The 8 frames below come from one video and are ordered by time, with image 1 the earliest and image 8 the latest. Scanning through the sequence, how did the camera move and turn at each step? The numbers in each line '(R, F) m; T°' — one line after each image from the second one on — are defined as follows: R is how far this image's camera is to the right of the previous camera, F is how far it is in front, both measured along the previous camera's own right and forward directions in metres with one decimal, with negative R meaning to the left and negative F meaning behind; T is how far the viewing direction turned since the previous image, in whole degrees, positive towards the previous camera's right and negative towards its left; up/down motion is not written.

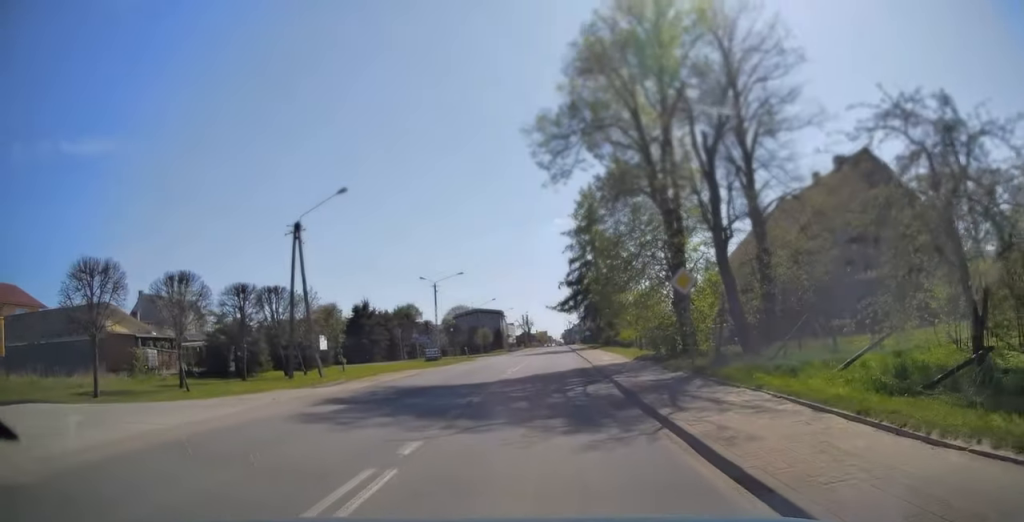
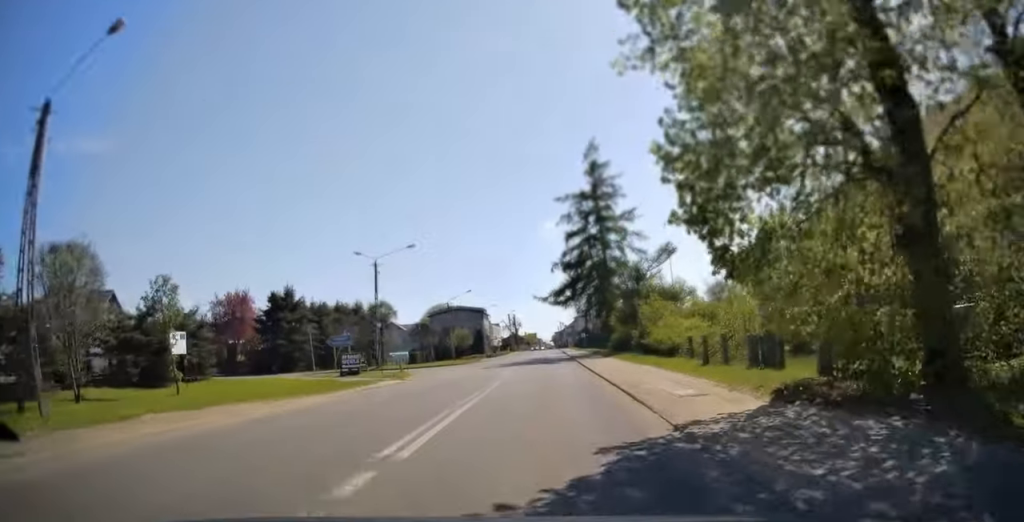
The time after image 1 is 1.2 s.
(+0.1, +18.8) m; 0°
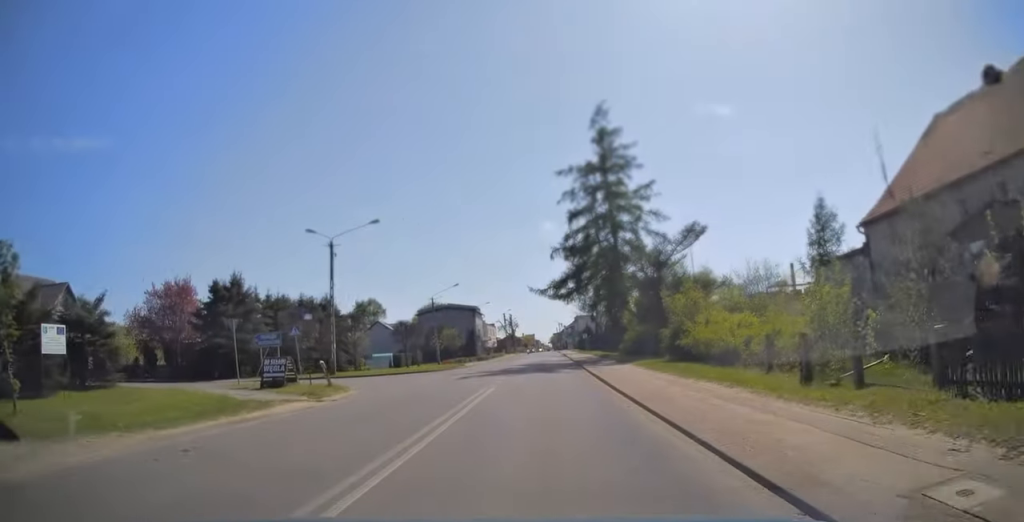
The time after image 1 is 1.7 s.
(0.0, +9.0) m; 0°
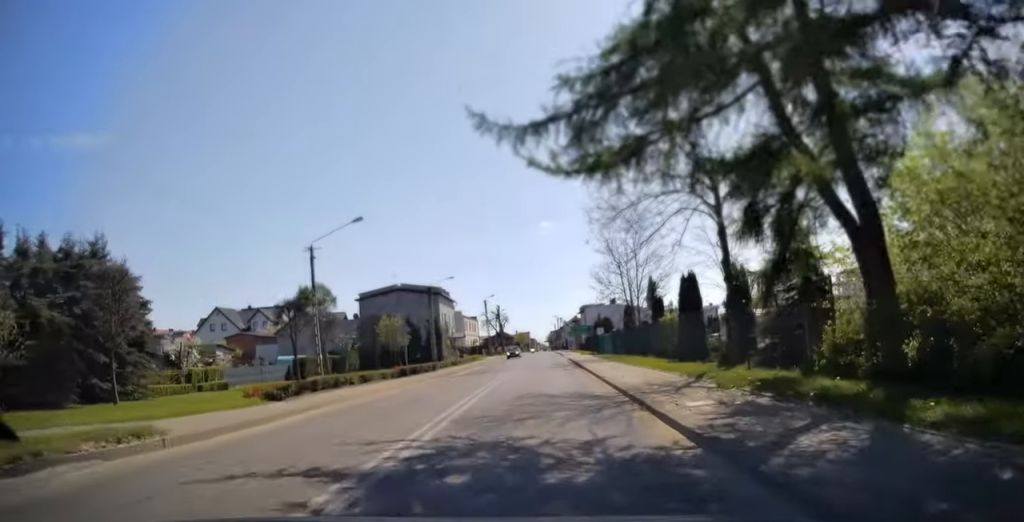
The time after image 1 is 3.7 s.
(0.0, +33.4) m; 0°
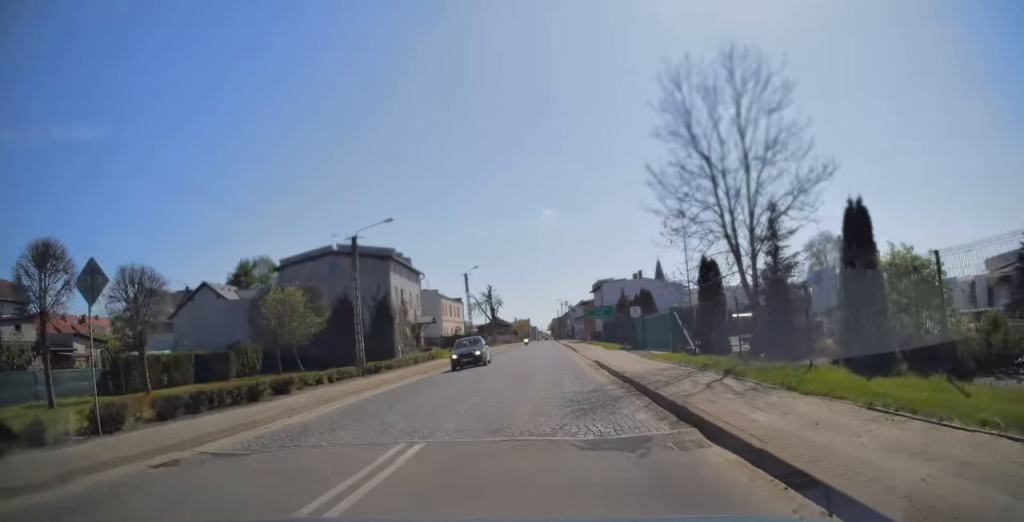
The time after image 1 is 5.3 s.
(+0.1, +23.9) m; 0°
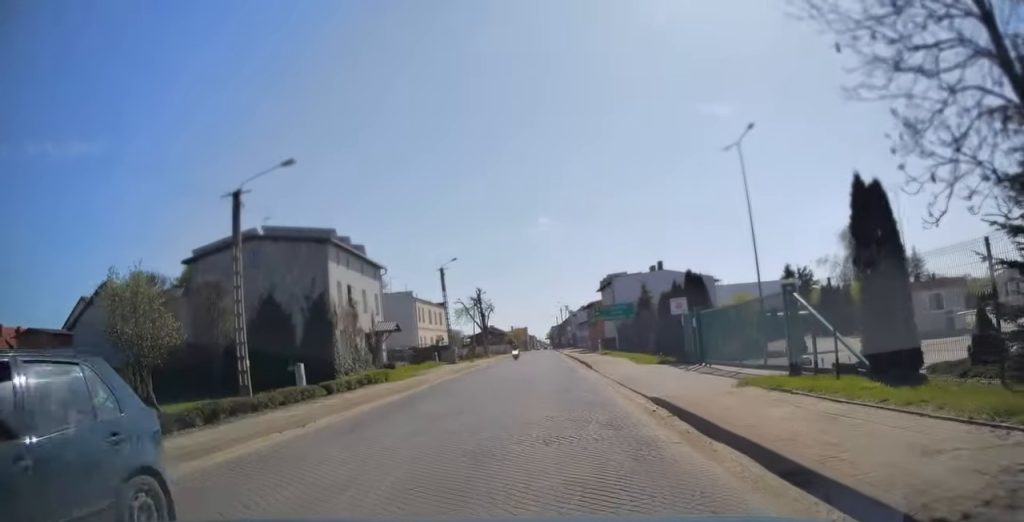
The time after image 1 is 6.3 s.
(0.0, +14.2) m; 0°
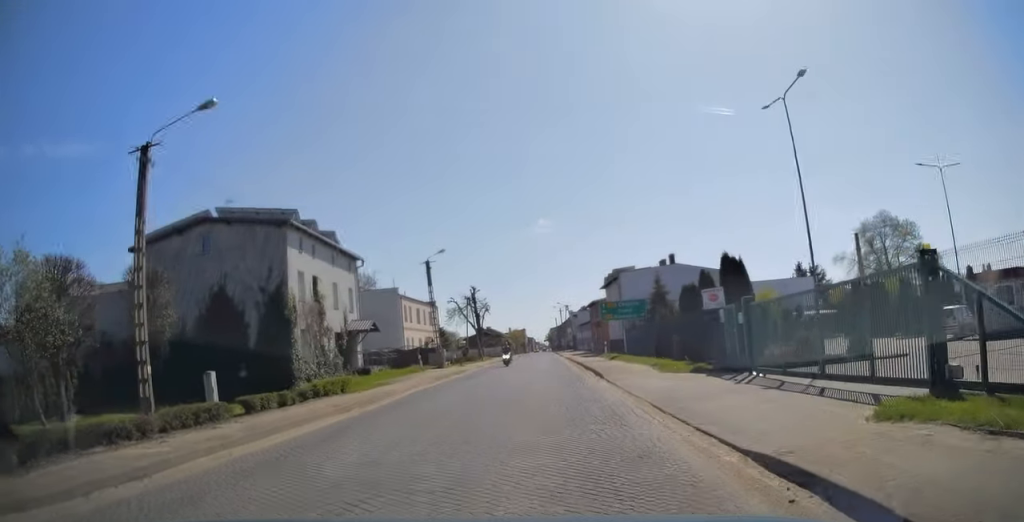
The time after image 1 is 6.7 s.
(0.0, +6.0) m; 0°
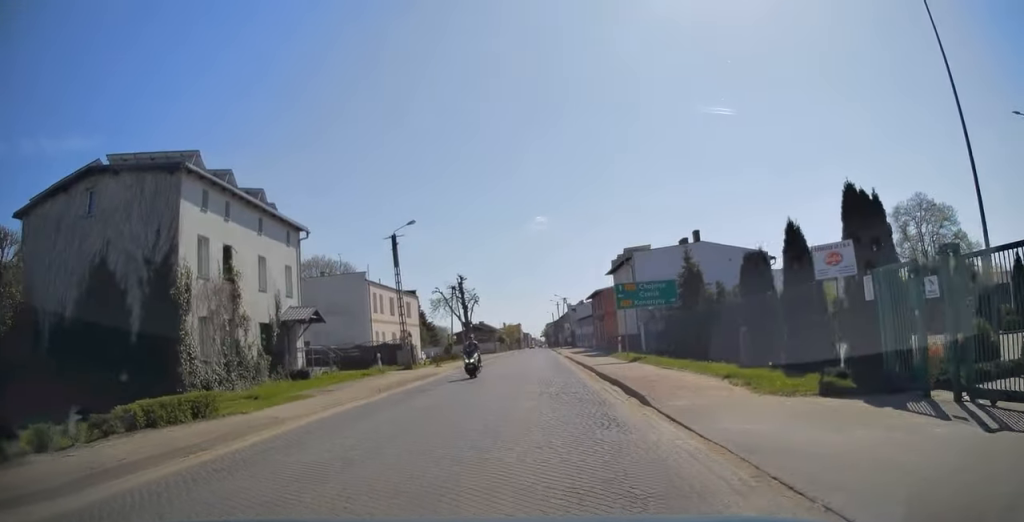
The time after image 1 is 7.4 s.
(0.0, +9.8) m; 0°
